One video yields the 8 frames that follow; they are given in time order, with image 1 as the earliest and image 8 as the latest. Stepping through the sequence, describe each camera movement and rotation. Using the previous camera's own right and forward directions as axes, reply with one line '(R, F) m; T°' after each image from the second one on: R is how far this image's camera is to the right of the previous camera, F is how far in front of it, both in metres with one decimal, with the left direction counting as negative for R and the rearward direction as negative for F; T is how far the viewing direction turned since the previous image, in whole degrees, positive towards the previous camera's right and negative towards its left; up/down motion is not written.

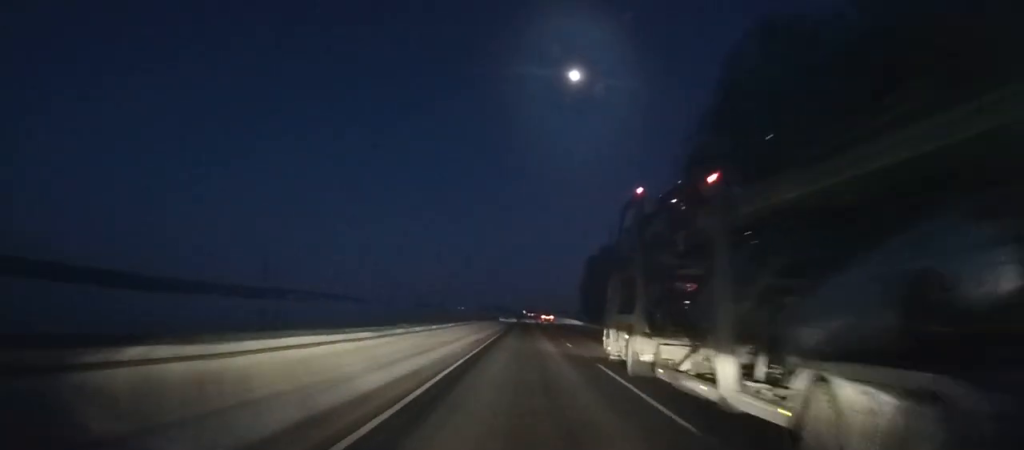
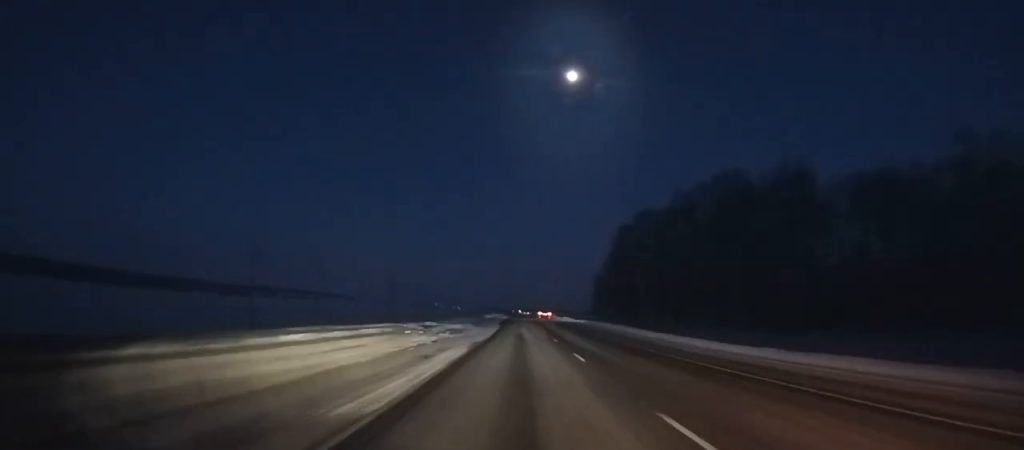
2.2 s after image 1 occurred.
(0.0, +66.0) m; 0°
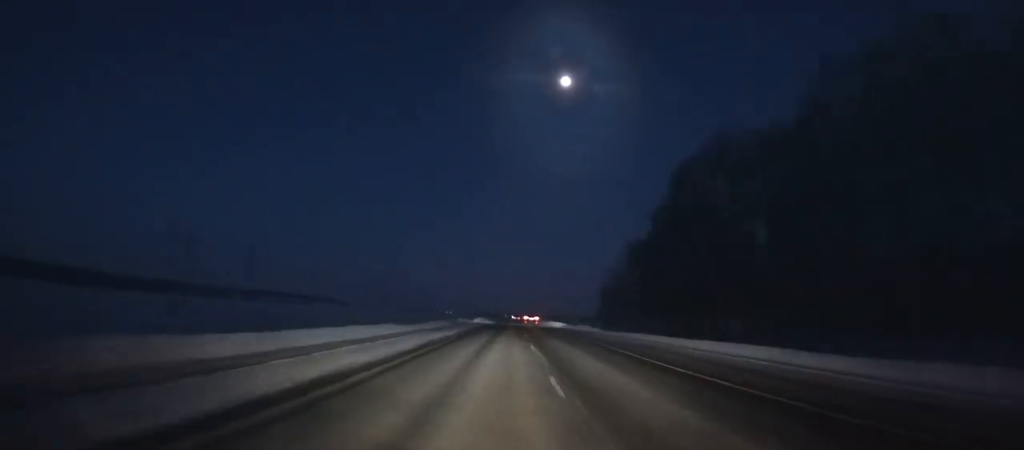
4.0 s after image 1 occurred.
(+0.3, +54.3) m; 0°
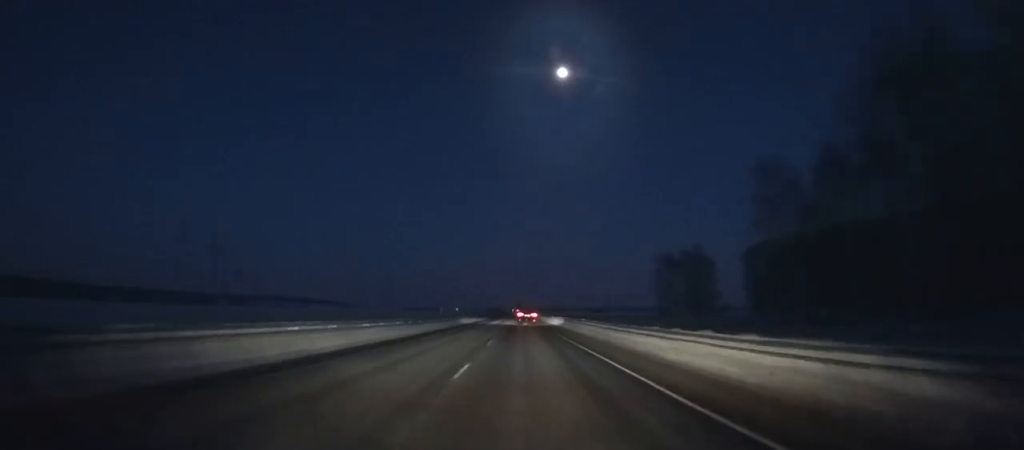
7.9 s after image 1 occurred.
(+0.4, +115.5) m; 0°
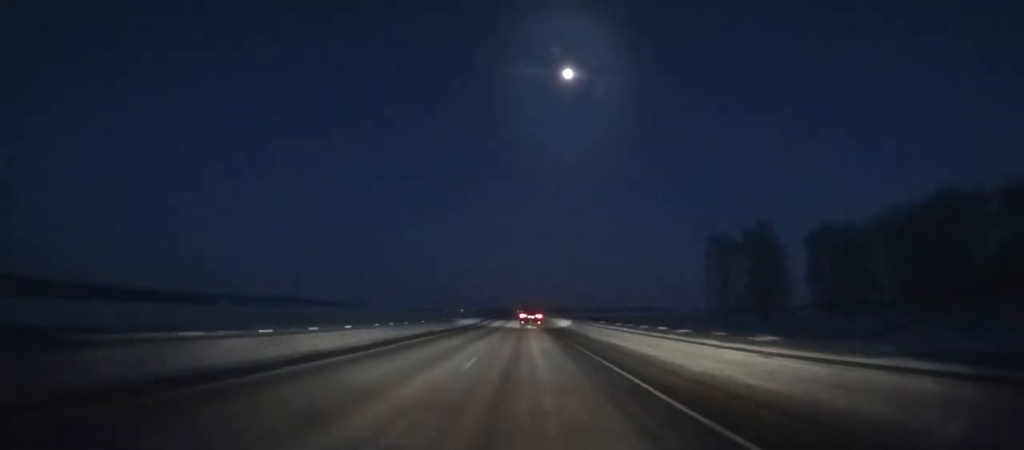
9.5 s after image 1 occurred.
(-0.3, +45.6) m; 0°
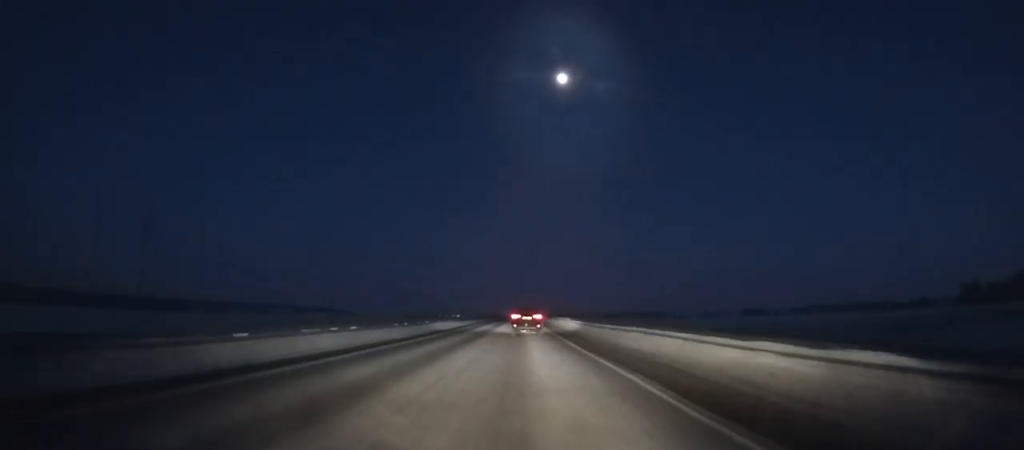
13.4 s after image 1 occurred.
(-0.8, +106.8) m; 0°
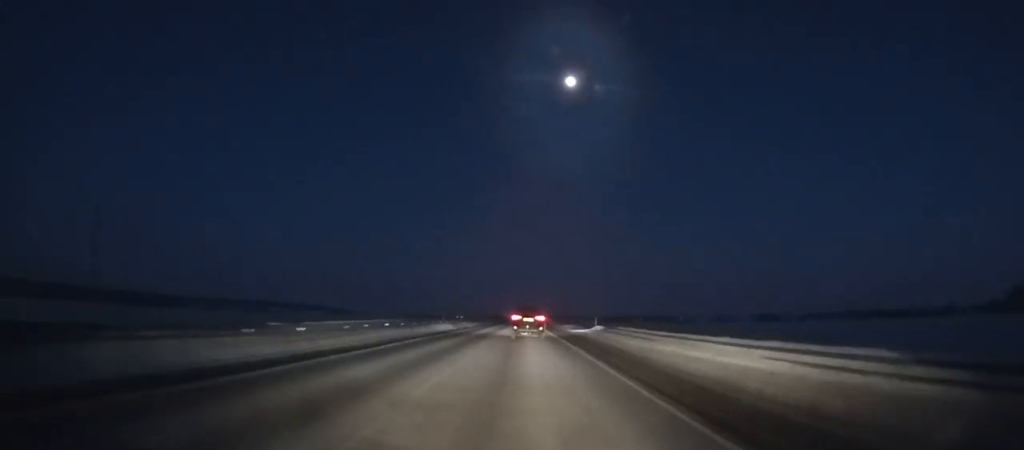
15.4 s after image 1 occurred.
(+0.1, +51.1) m; 0°
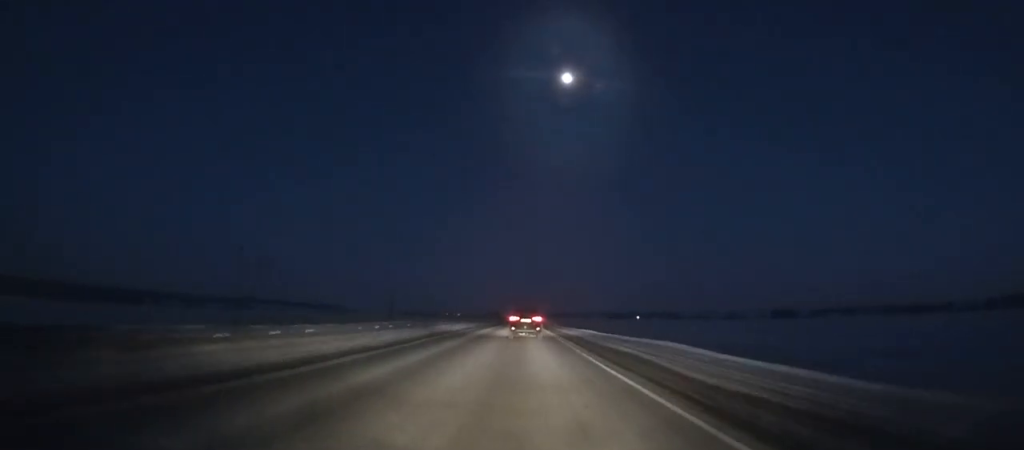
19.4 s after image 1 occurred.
(+0.3, +98.8) m; 0°
